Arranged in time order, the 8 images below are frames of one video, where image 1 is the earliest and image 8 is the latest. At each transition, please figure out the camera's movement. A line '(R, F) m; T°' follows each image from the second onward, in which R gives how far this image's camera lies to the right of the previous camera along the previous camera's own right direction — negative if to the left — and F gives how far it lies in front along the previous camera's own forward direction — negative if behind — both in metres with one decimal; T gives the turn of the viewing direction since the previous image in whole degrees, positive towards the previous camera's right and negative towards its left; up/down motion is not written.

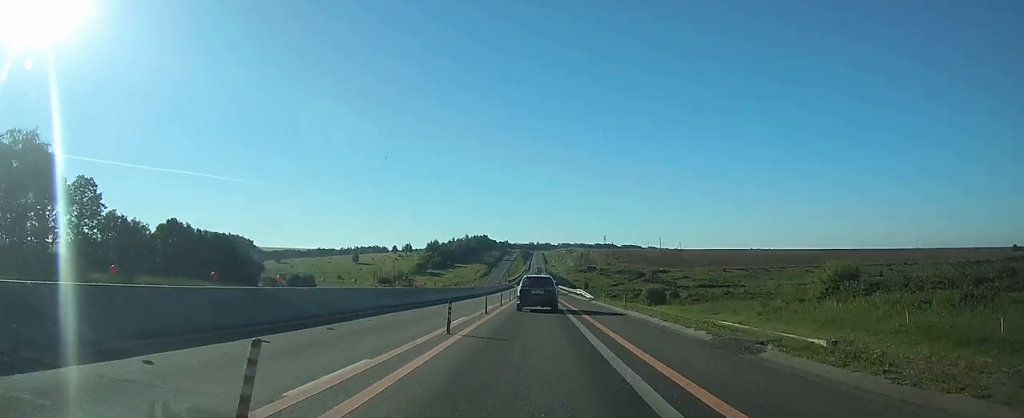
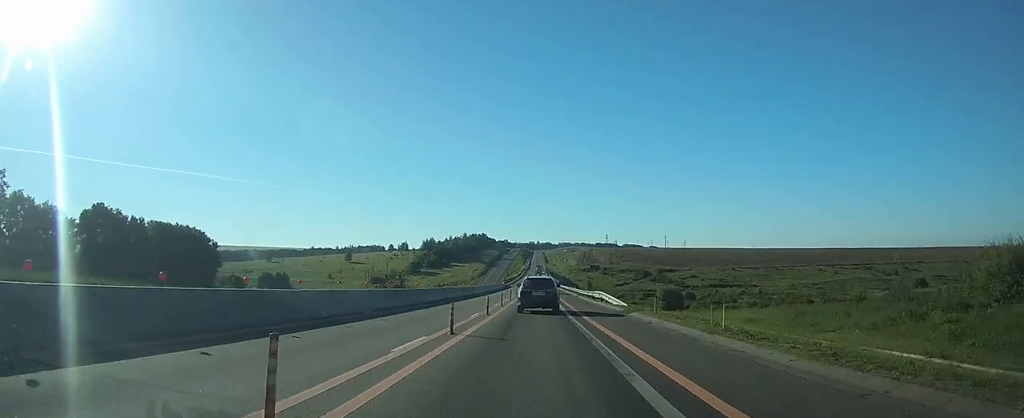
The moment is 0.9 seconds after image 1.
(-0.1, +19.4) m; -1°
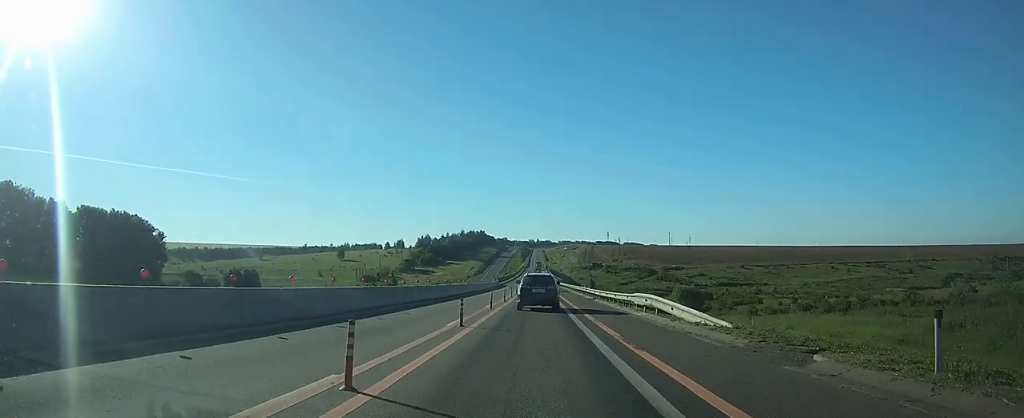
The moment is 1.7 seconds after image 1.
(-0.1, +17.9) m; -1°
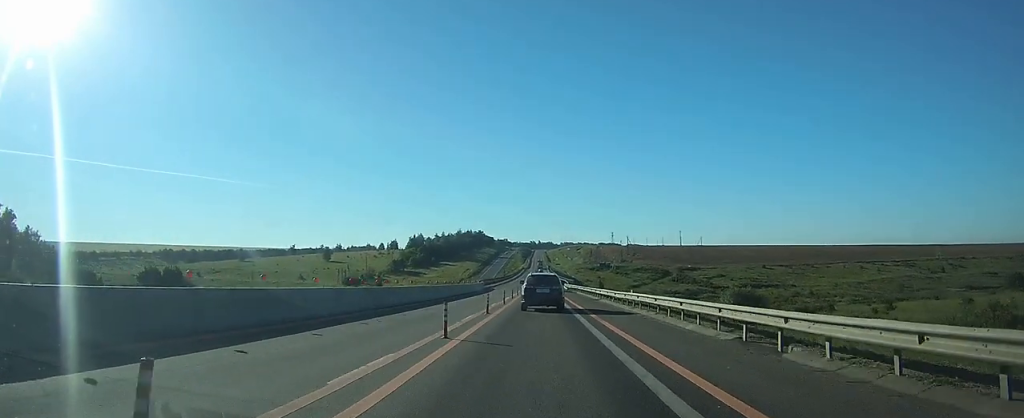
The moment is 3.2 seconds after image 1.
(-0.2, +33.6) m; 0°
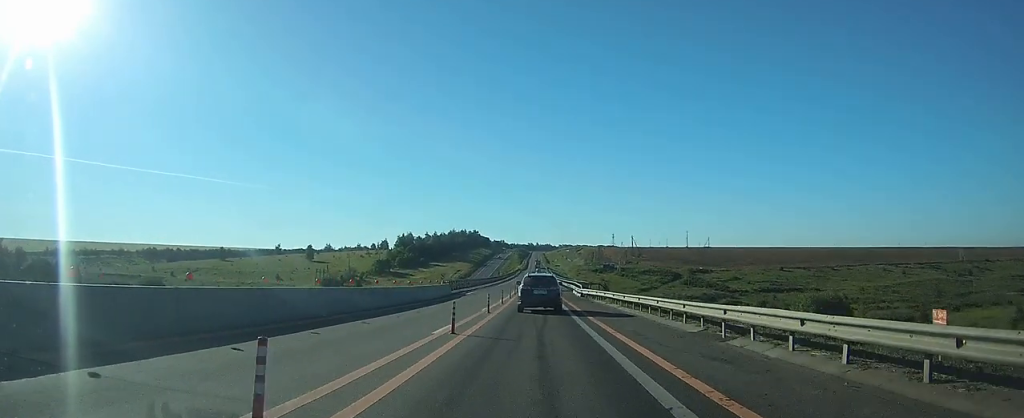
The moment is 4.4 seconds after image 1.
(+0.1, +28.4) m; 0°
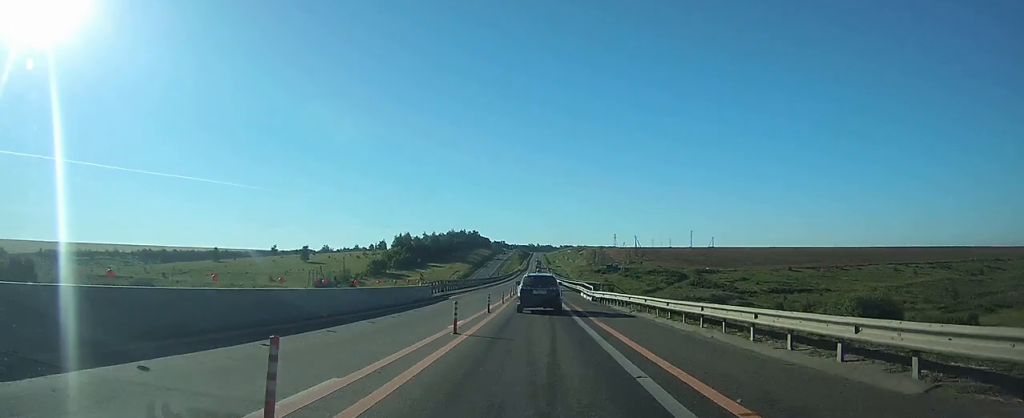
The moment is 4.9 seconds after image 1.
(0.0, +9.6) m; 0°
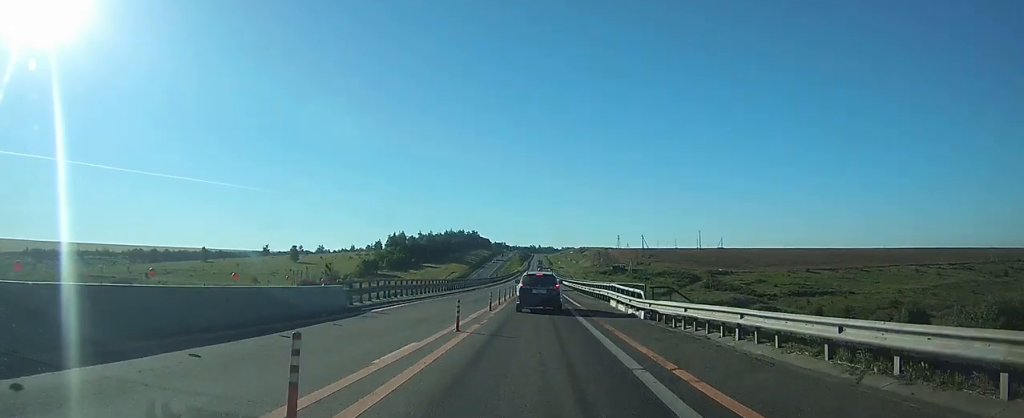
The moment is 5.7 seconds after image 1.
(0.0, +19.2) m; 0°
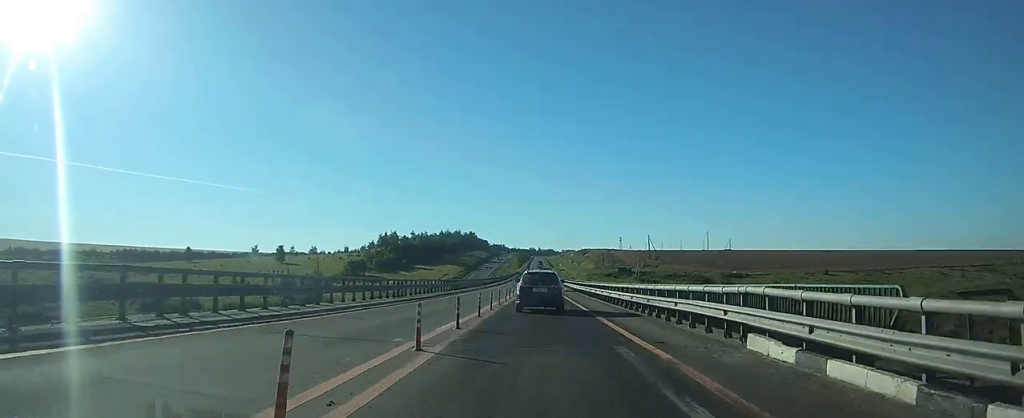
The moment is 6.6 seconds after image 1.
(-0.1, +19.6) m; 0°
